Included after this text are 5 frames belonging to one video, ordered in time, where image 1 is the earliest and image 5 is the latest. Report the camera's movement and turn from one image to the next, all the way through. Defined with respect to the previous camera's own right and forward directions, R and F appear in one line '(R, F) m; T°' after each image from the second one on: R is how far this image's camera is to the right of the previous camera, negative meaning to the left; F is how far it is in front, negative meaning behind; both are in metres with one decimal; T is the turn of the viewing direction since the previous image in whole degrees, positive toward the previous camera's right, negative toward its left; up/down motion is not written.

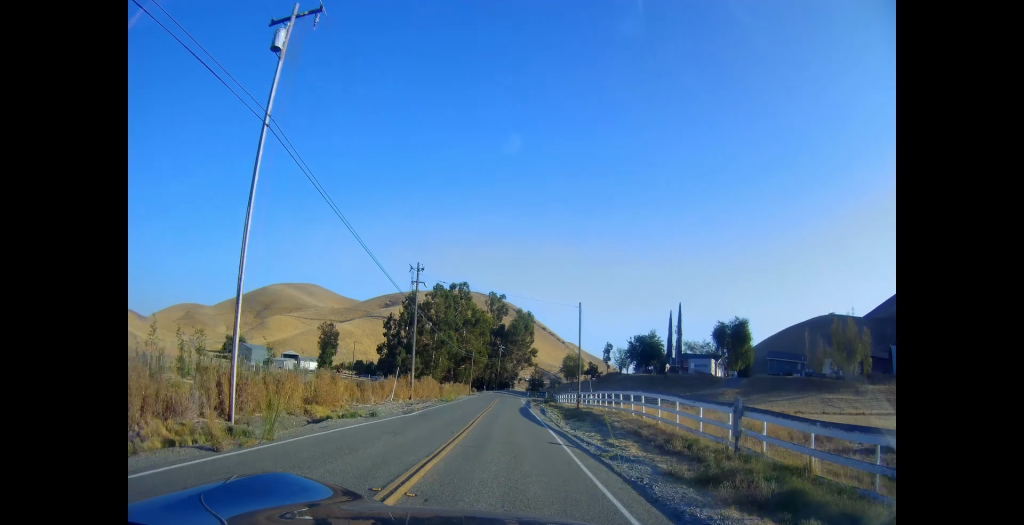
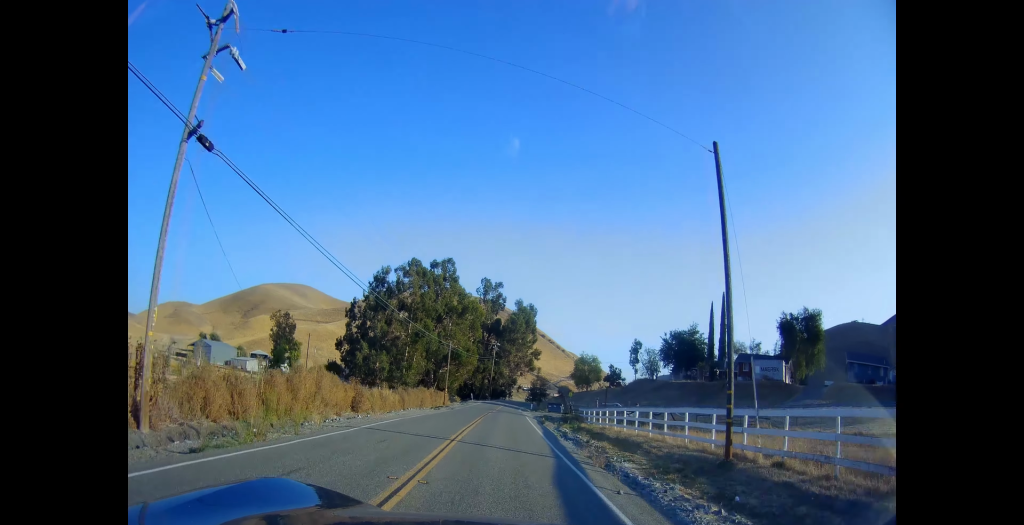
(0.0, +30.4) m; -1°
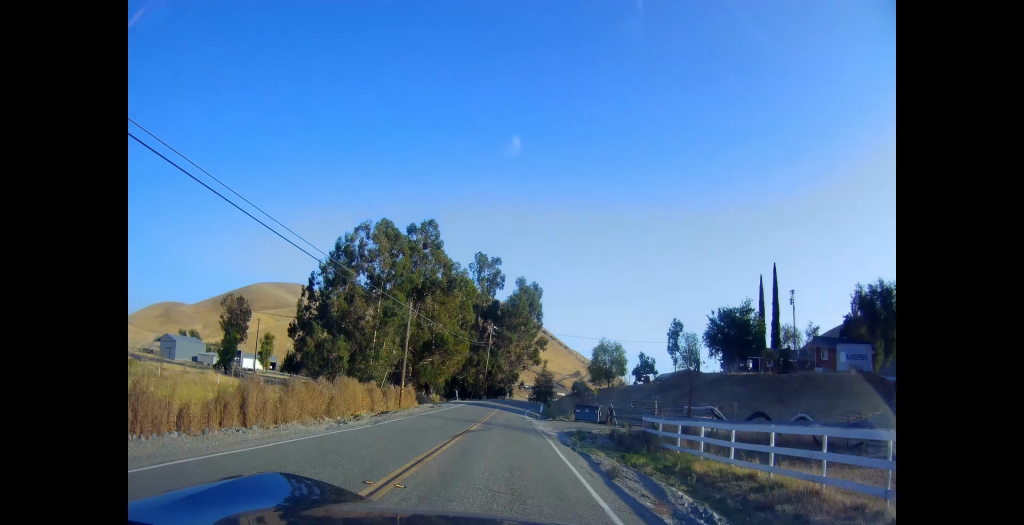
(-0.4, +23.6) m; 0°
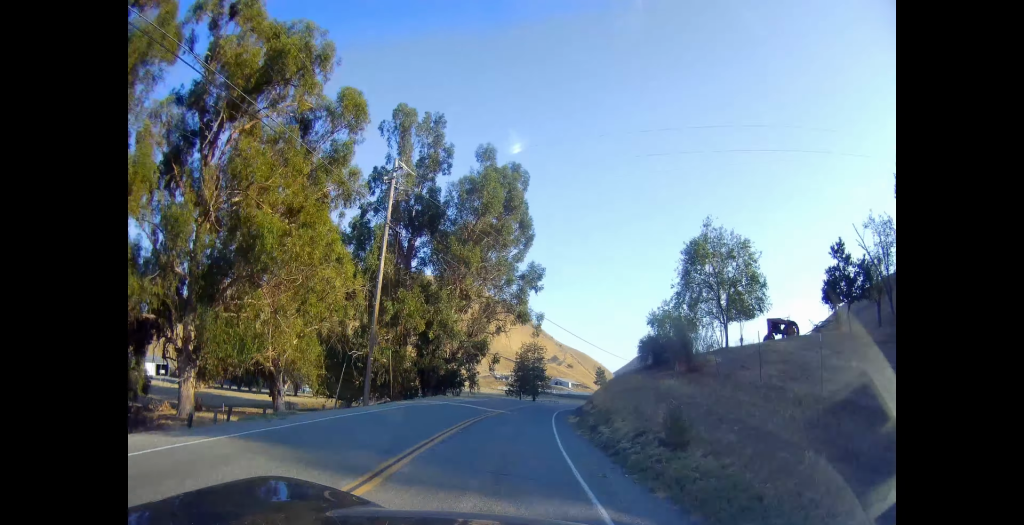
(+2.1, +55.9) m; +3°
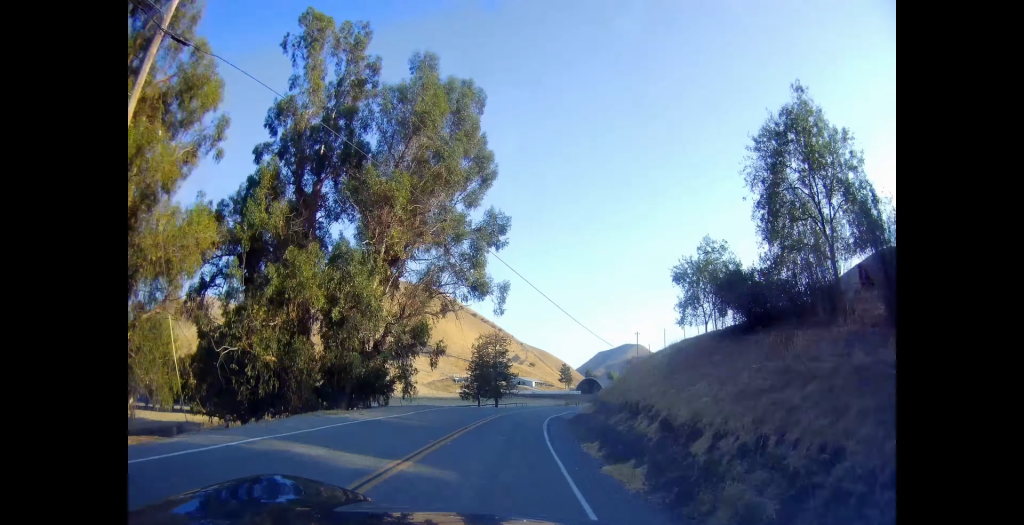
(-0.1, +16.9) m; +4°
